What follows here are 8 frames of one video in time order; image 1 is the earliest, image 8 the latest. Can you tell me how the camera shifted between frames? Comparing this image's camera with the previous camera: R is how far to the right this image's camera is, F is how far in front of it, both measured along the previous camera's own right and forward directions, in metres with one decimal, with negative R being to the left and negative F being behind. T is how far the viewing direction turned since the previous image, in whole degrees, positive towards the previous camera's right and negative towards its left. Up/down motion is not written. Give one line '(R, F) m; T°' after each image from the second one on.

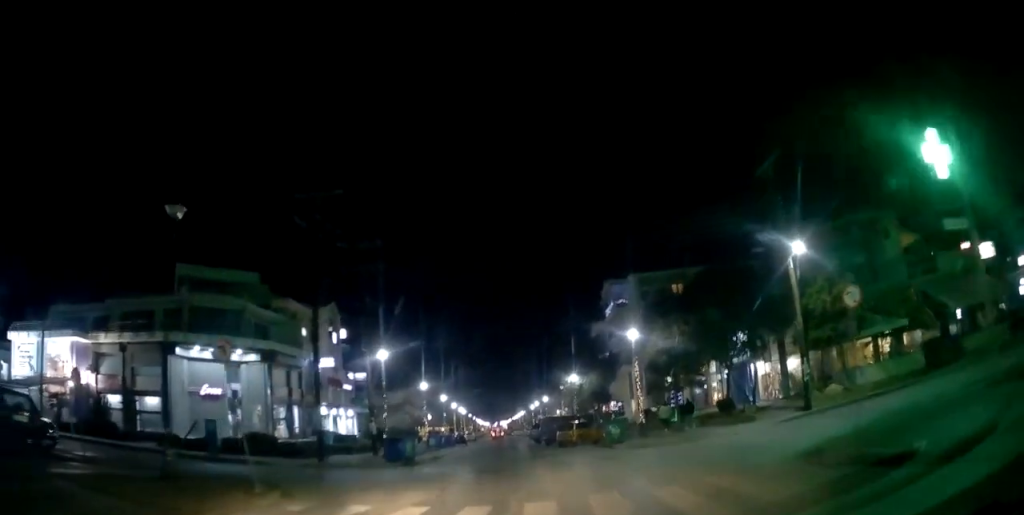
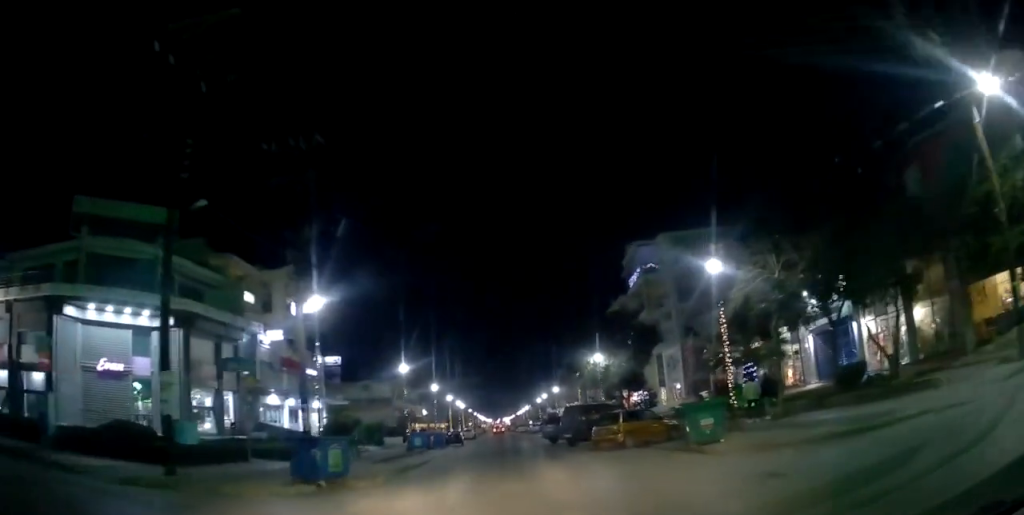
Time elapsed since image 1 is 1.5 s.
(0.0, +11.9) m; -1°
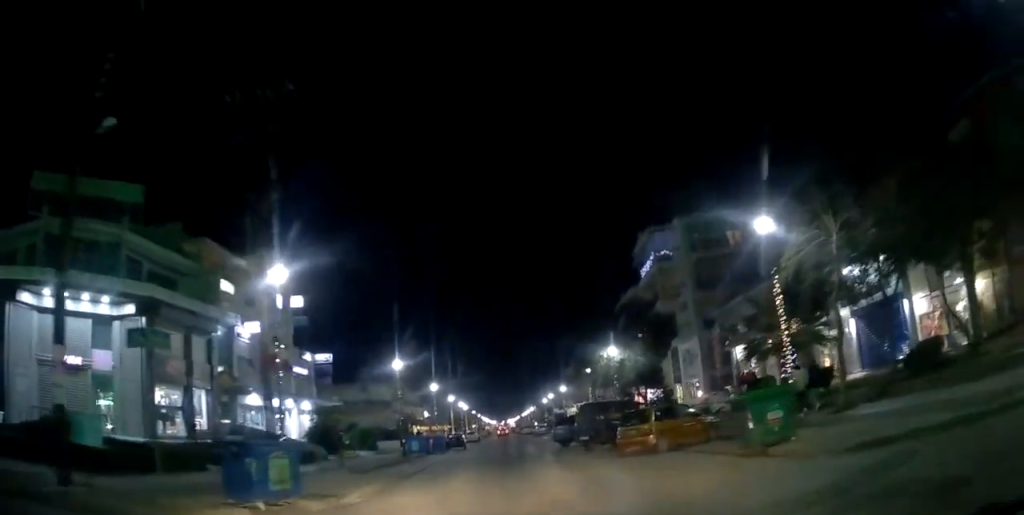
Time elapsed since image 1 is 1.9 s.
(0.0, +3.8) m; 0°
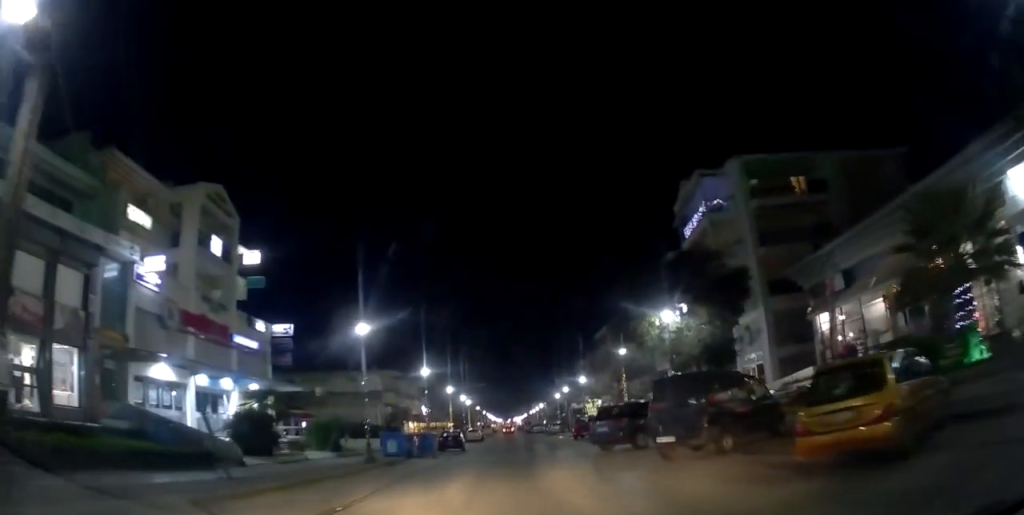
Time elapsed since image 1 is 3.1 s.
(+0.1, +10.9) m; -1°
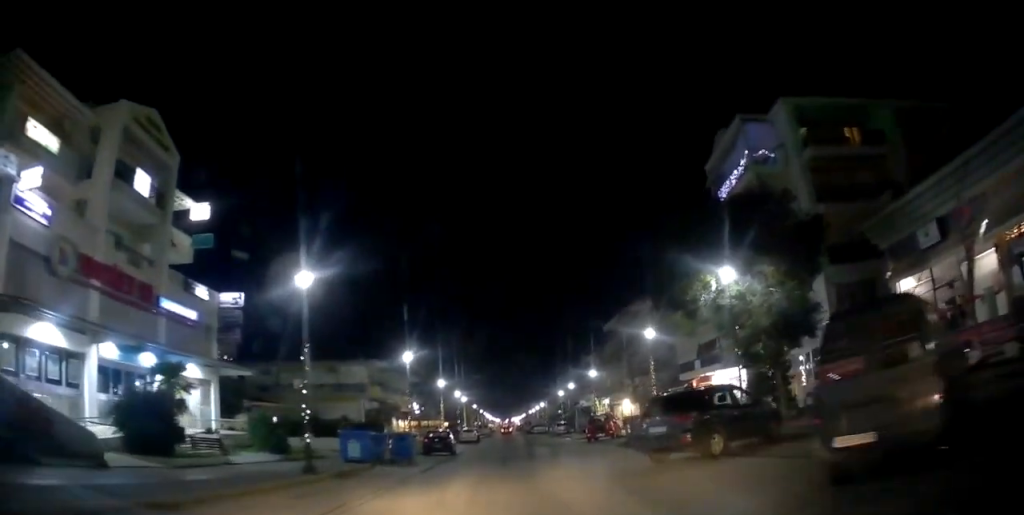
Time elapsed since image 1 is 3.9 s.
(-0.2, +7.5) m; -1°
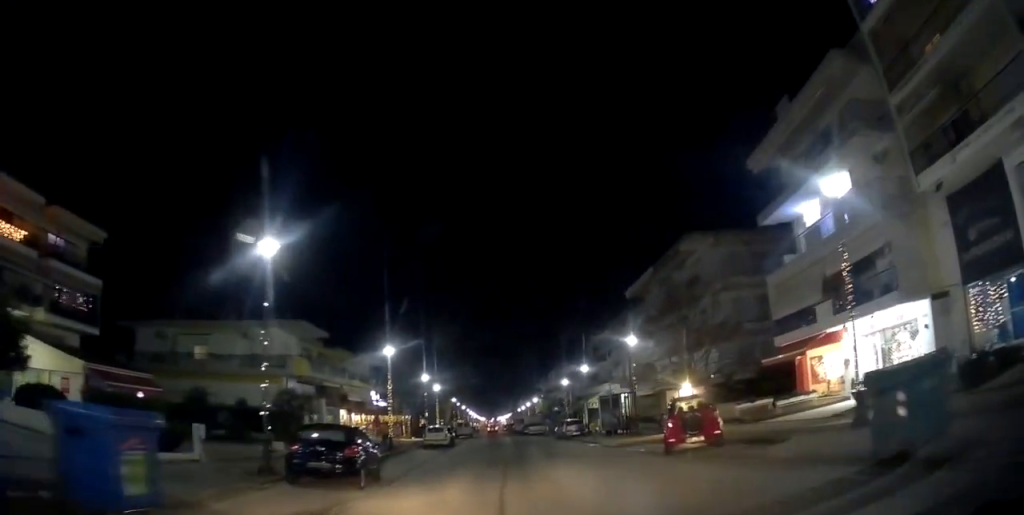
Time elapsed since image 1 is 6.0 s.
(+1.0, +19.8) m; +5°
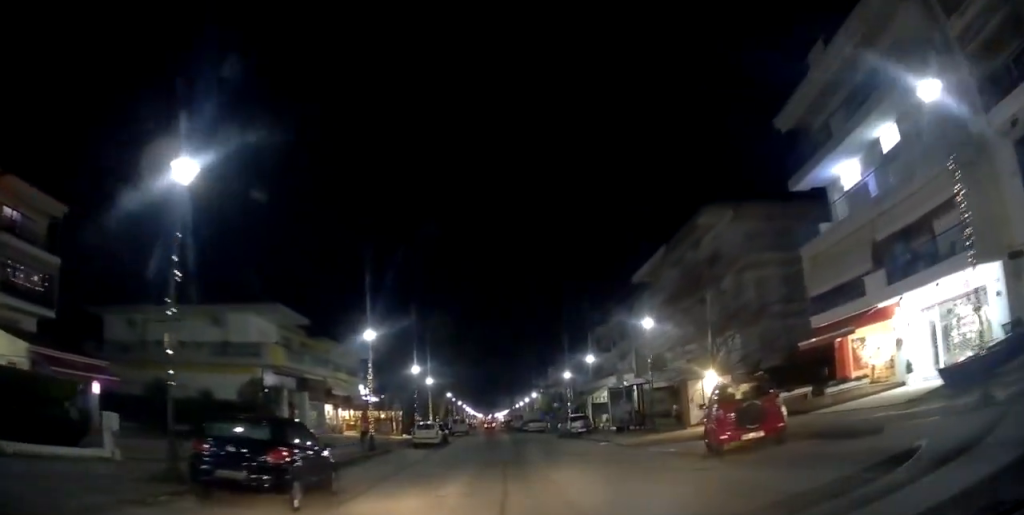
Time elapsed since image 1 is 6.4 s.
(0.0, +4.2) m; 0°
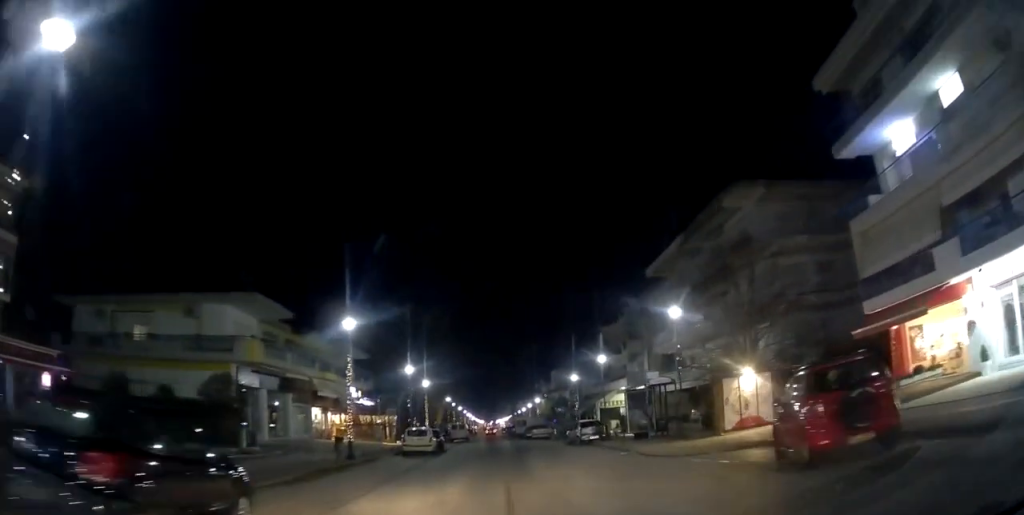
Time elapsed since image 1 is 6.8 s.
(0.0, +4.2) m; 0°
